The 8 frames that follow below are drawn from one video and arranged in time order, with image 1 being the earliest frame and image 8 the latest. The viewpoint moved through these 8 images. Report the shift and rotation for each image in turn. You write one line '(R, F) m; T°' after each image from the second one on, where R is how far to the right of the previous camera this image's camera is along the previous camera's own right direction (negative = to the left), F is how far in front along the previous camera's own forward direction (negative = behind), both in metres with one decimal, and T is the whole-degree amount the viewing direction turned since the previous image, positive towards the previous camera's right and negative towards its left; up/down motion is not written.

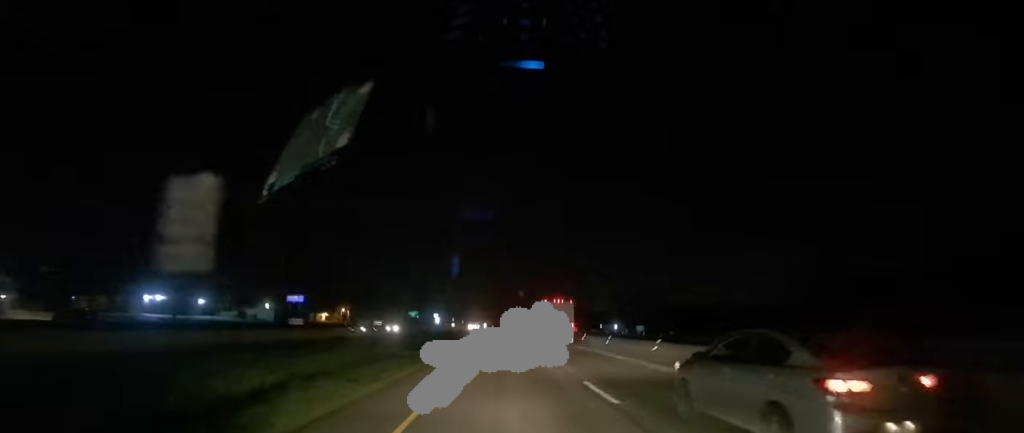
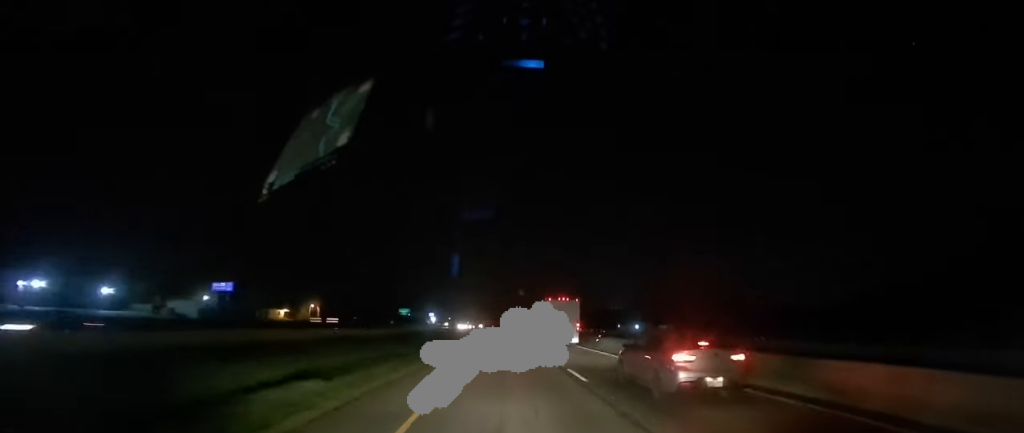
(0.0, +33.0) m; 0°
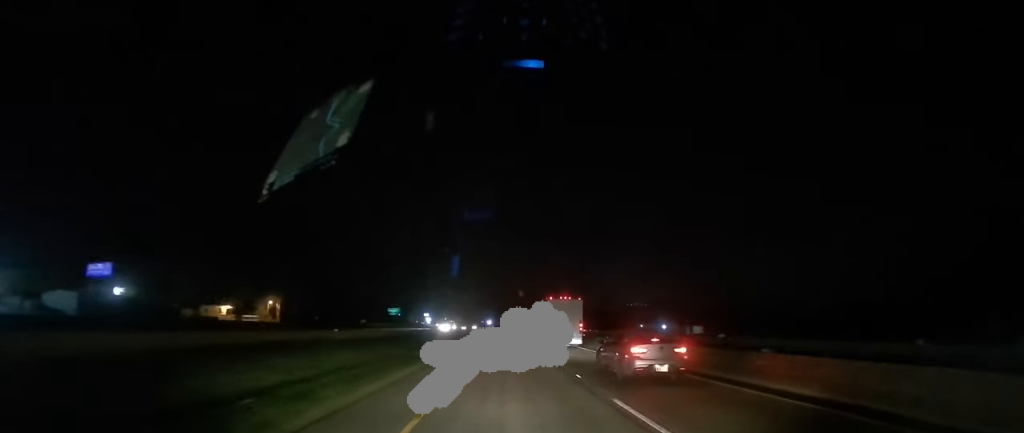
(0.0, +30.3) m; 0°
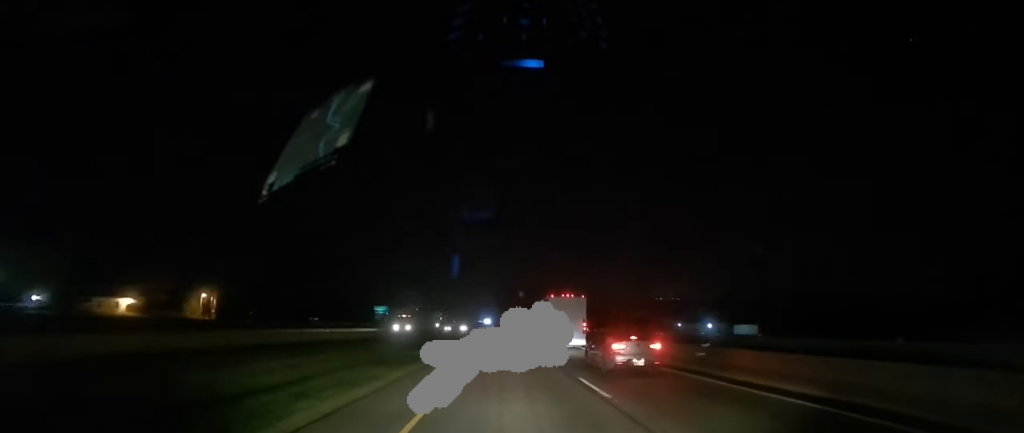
(0.0, +33.0) m; 0°
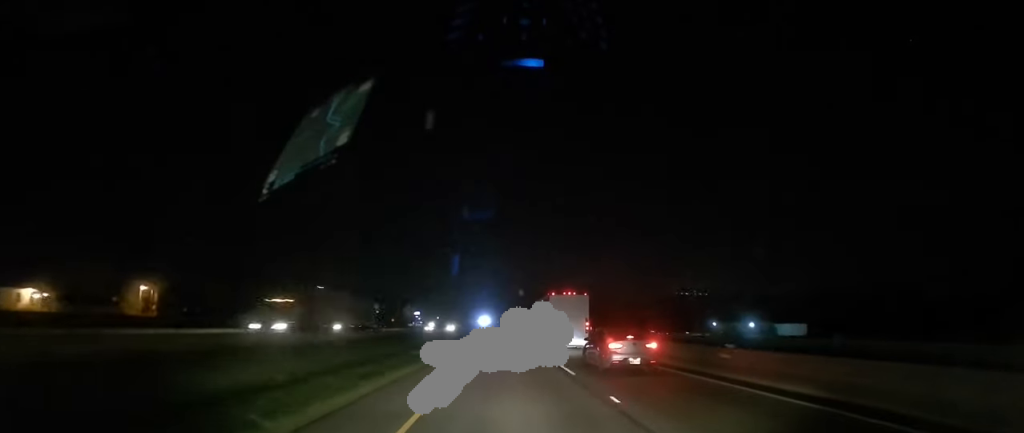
(0.0, +20.4) m; 0°
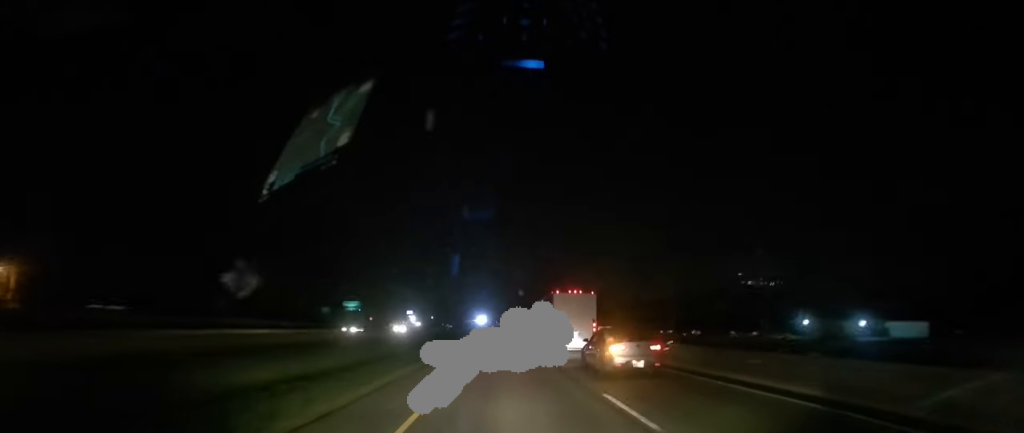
(0.0, +31.9) m; 0°
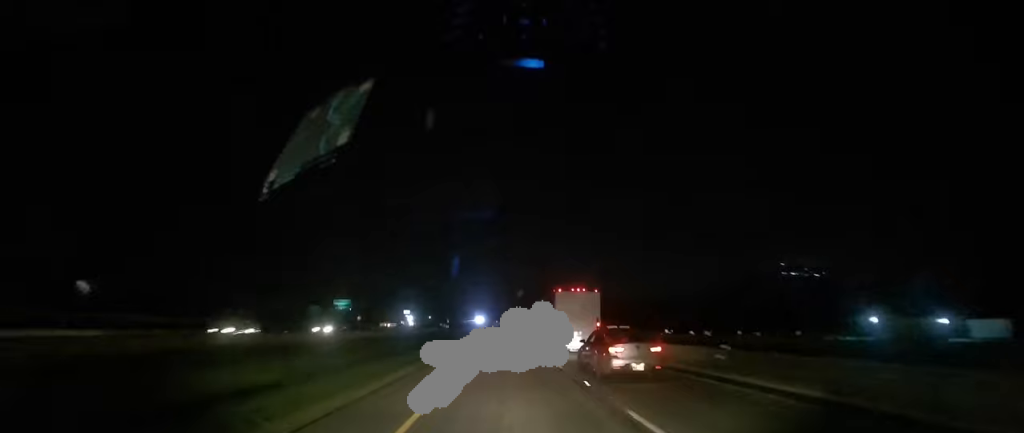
(0.0, +14.1) m; 0°
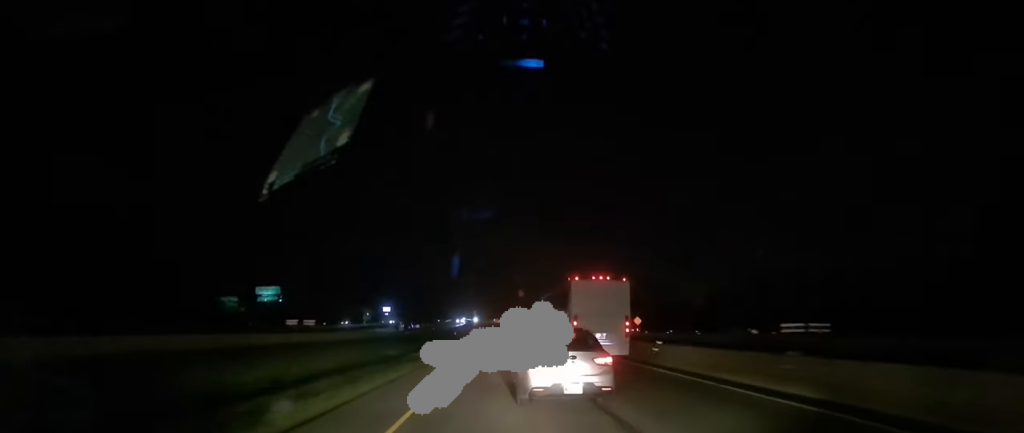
(+0.1, +67.4) m; 0°
